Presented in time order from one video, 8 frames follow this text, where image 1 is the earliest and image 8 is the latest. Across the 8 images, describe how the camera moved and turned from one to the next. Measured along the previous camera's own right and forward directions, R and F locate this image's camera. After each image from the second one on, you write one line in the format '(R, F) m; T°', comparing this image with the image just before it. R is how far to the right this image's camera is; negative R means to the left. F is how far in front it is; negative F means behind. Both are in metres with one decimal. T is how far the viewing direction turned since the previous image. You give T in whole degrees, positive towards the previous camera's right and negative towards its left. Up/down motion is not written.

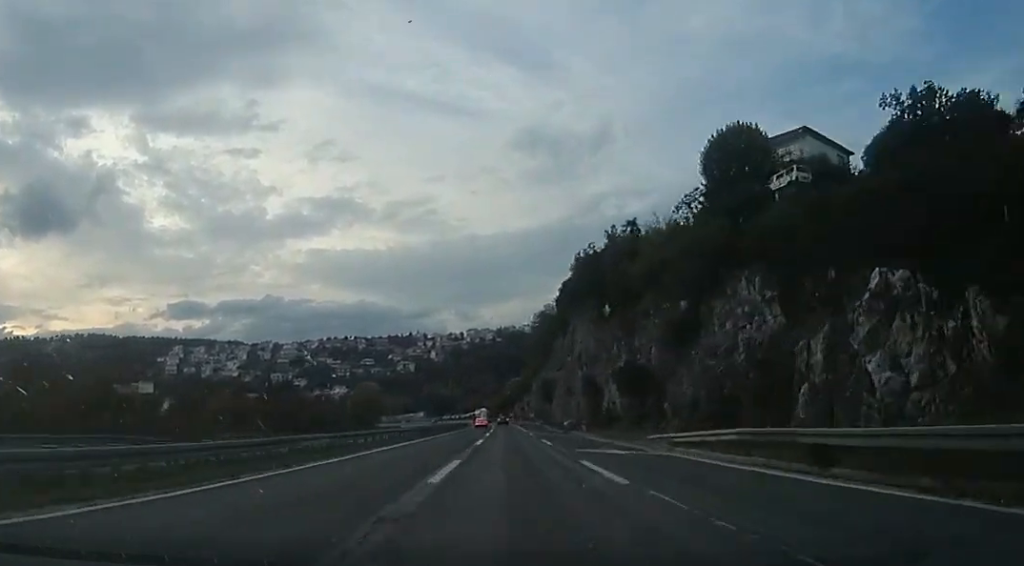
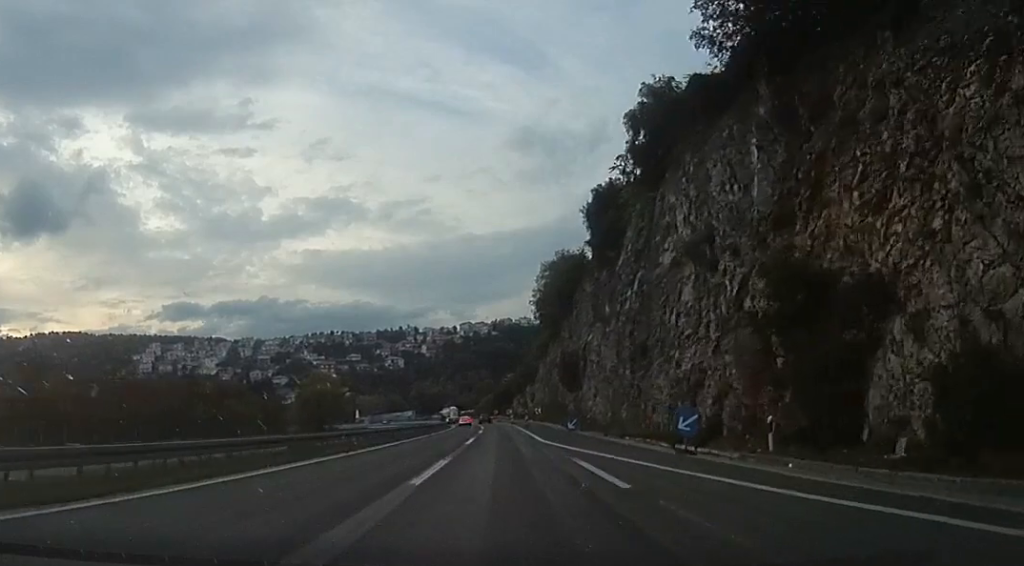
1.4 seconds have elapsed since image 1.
(-0.9, +36.7) m; 0°
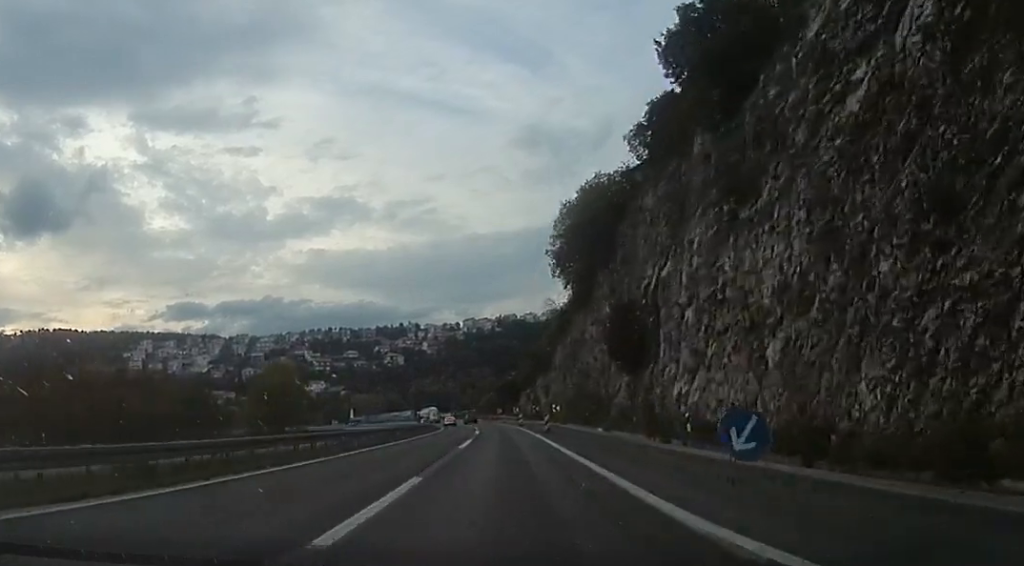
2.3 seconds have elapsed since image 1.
(+0.8, +23.6) m; +1°
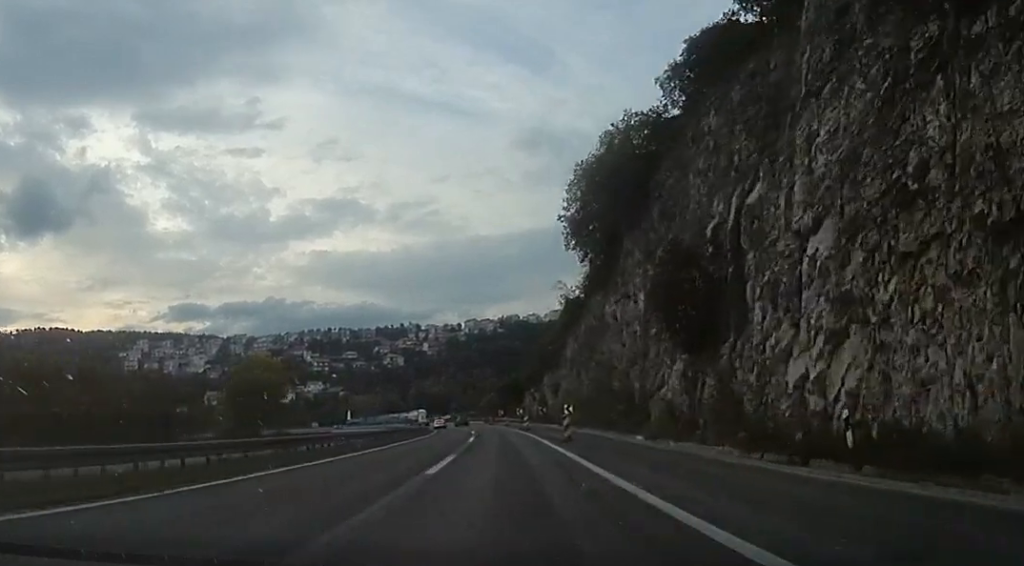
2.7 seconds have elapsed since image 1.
(+0.6, +10.5) m; 0°
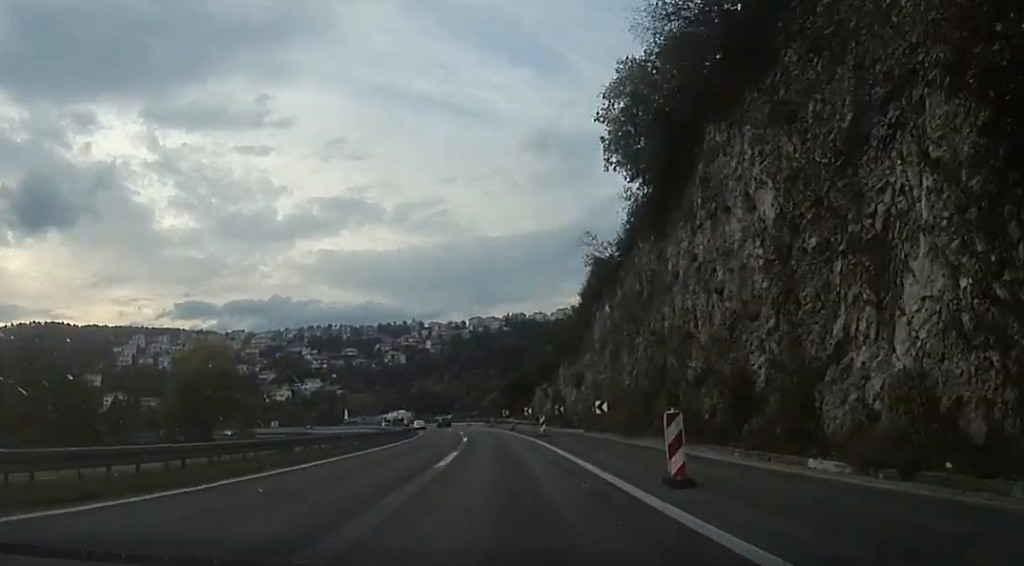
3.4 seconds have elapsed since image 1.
(-0.9, +15.9) m; -2°
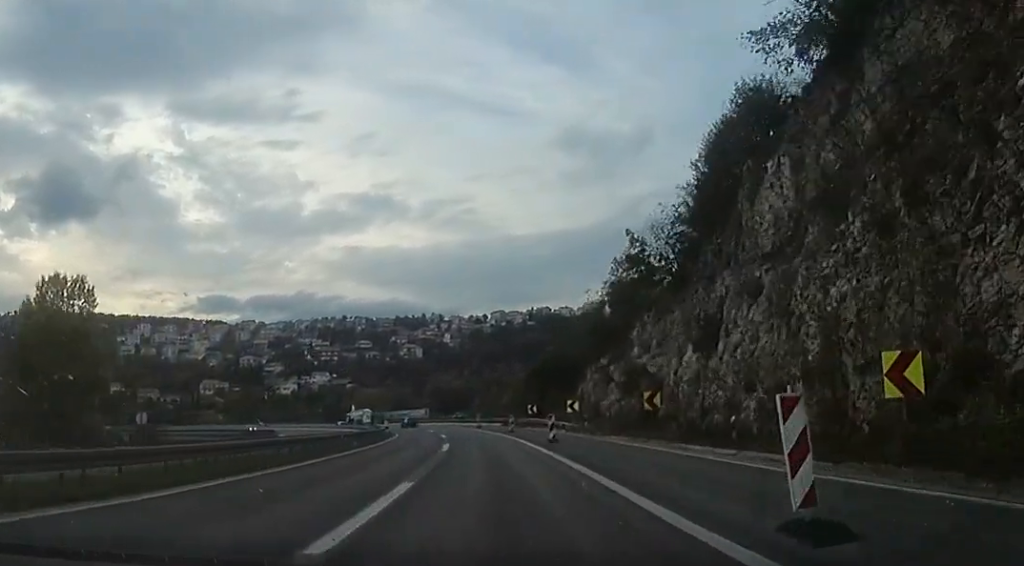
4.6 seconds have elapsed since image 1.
(-0.5, +29.2) m; -4°
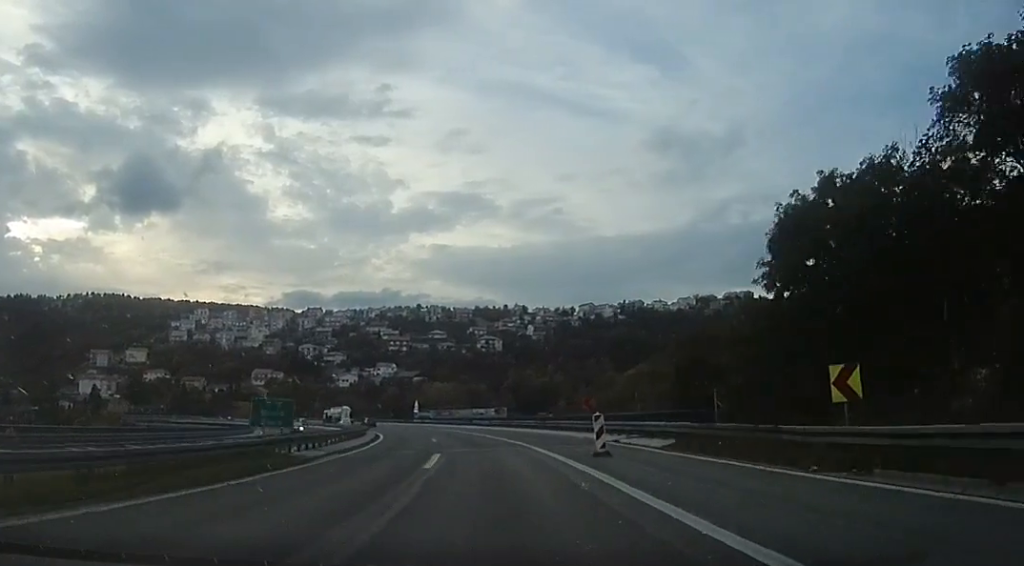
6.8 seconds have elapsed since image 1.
(-2.6, +44.5) m; -8°
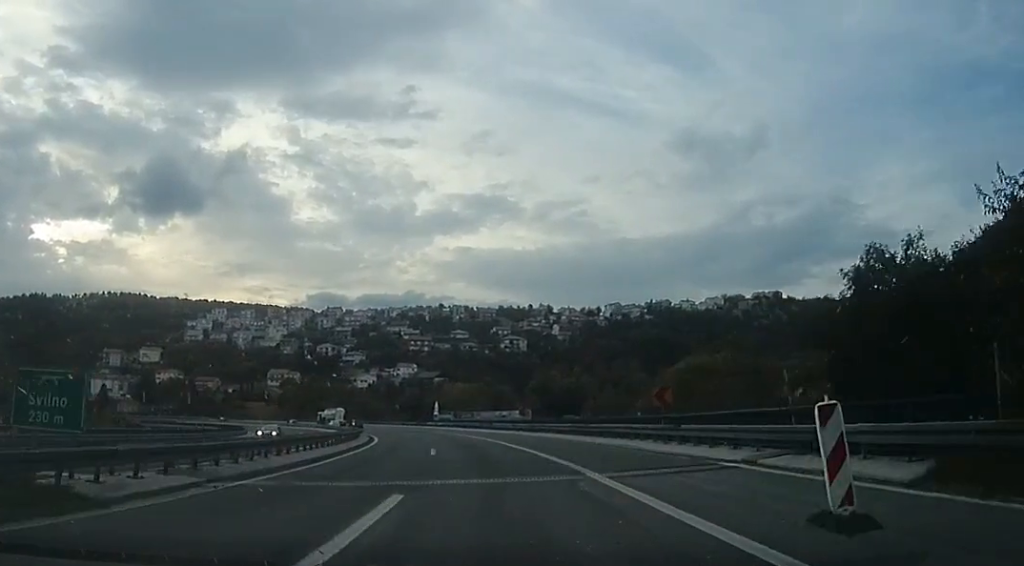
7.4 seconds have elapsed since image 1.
(-0.7, +11.6) m; -3°
